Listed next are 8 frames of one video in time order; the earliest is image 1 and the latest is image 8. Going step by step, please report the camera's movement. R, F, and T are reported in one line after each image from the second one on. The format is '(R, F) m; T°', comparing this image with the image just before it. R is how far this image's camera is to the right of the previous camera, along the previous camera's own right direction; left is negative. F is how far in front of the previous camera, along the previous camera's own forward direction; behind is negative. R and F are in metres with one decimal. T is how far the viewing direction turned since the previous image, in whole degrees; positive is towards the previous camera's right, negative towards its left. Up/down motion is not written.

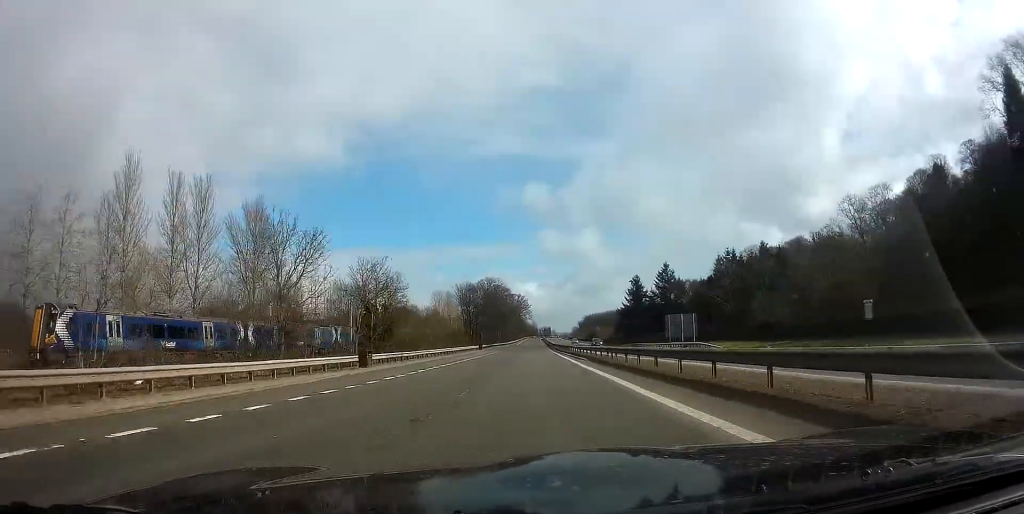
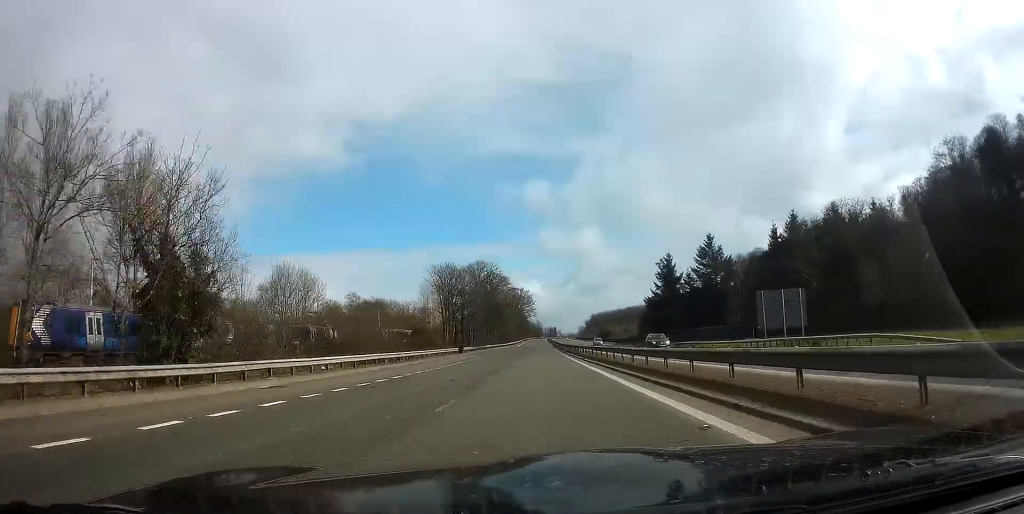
(-0.3, +29.9) m; 0°
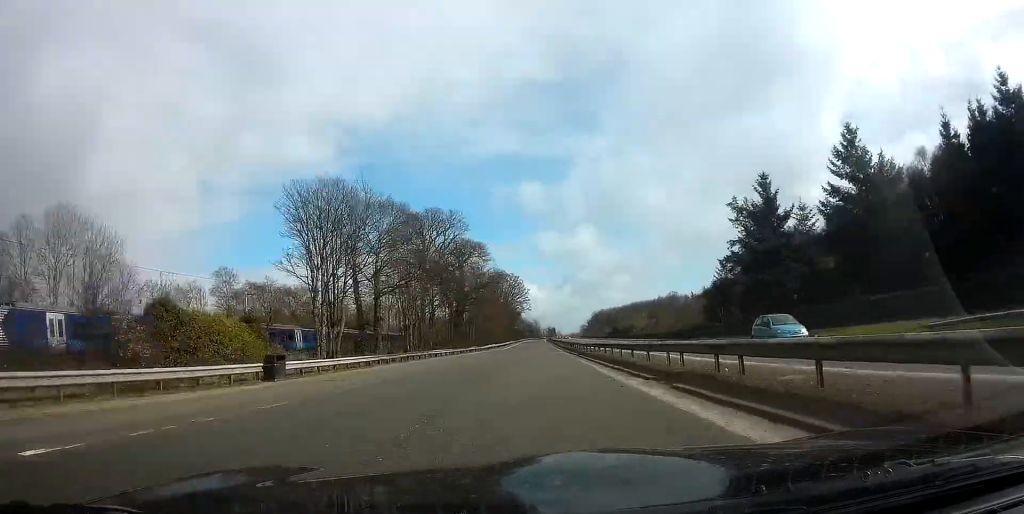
(+0.2, +48.9) m; 0°
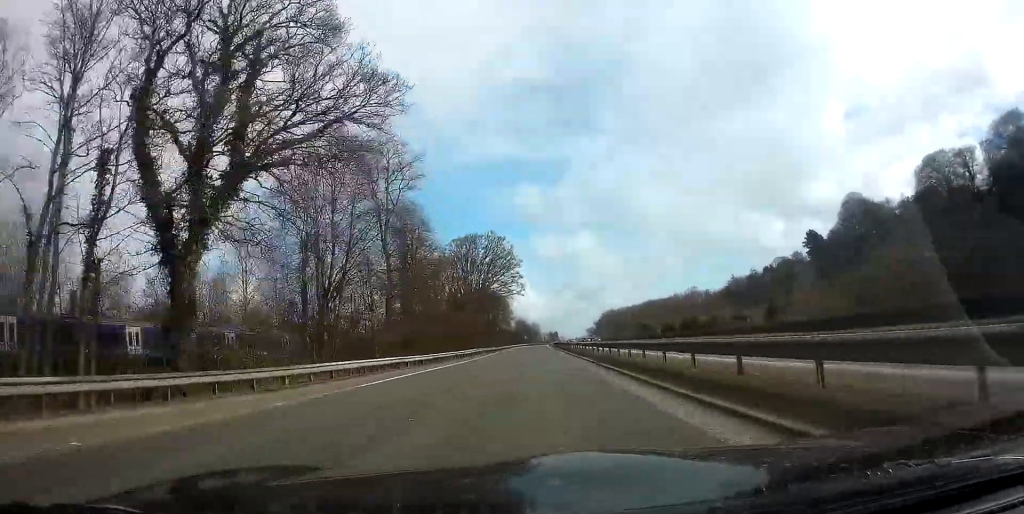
(-0.5, +67.5) m; 0°
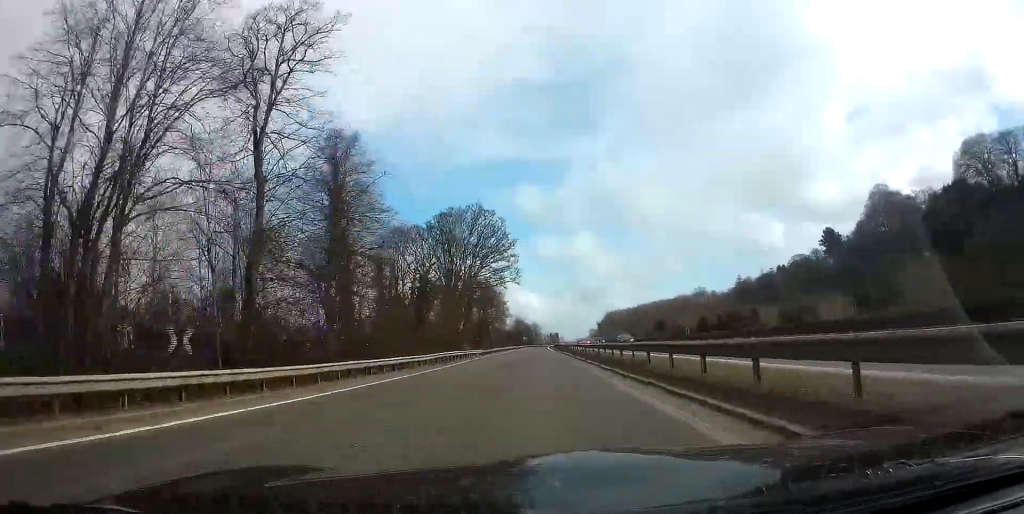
(0.0, +20.1) m; 0°
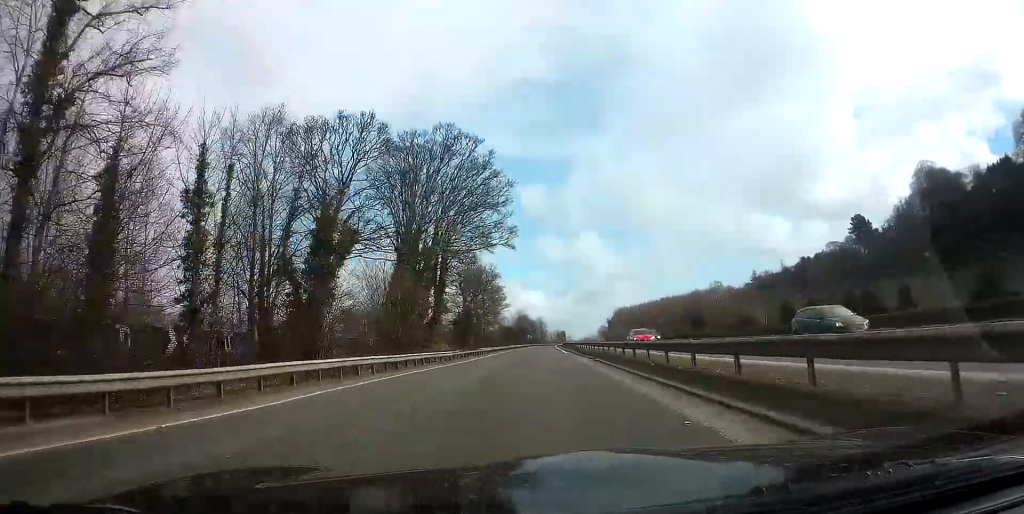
(0.0, +27.2) m; 0°
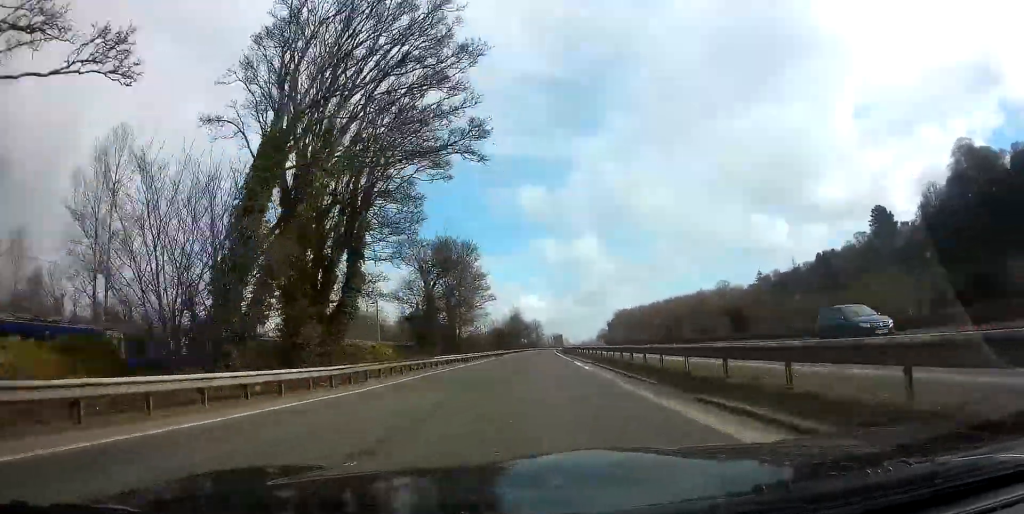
(0.0, +24.7) m; 0°
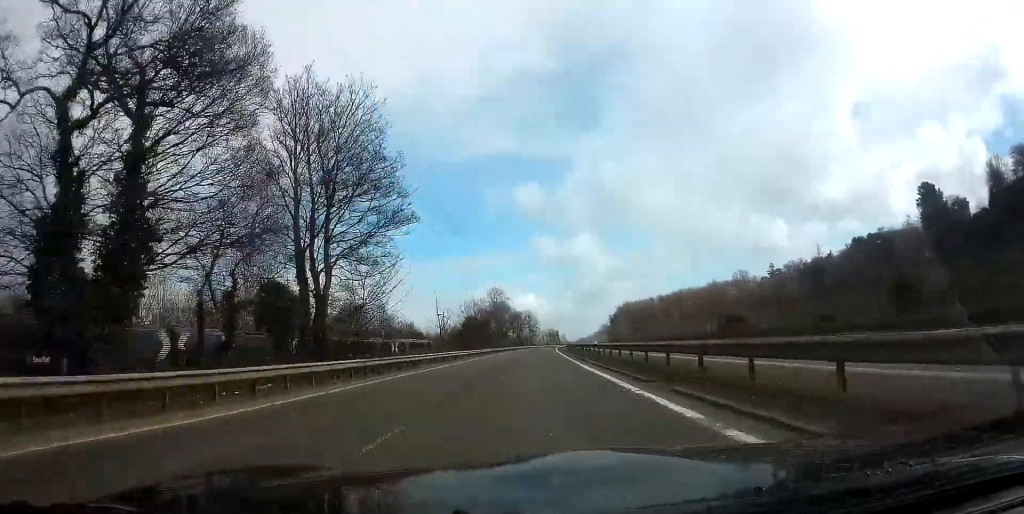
(+0.3, +43.2) m; +1°
